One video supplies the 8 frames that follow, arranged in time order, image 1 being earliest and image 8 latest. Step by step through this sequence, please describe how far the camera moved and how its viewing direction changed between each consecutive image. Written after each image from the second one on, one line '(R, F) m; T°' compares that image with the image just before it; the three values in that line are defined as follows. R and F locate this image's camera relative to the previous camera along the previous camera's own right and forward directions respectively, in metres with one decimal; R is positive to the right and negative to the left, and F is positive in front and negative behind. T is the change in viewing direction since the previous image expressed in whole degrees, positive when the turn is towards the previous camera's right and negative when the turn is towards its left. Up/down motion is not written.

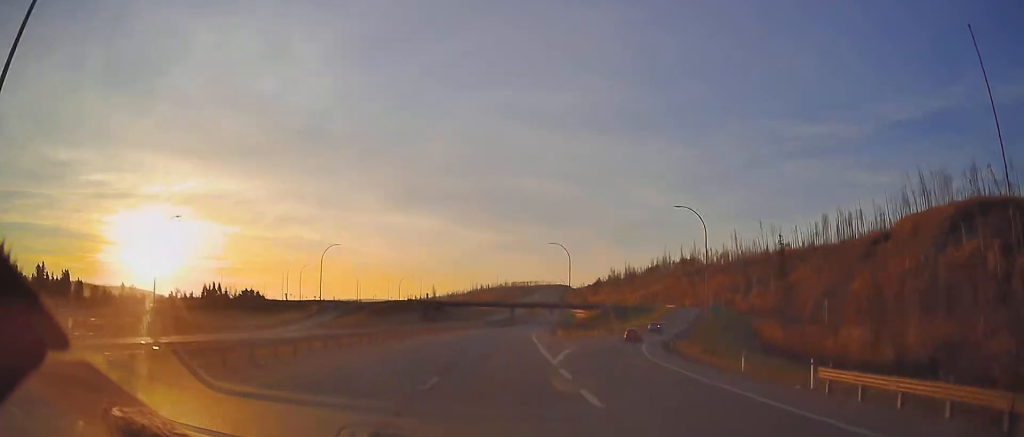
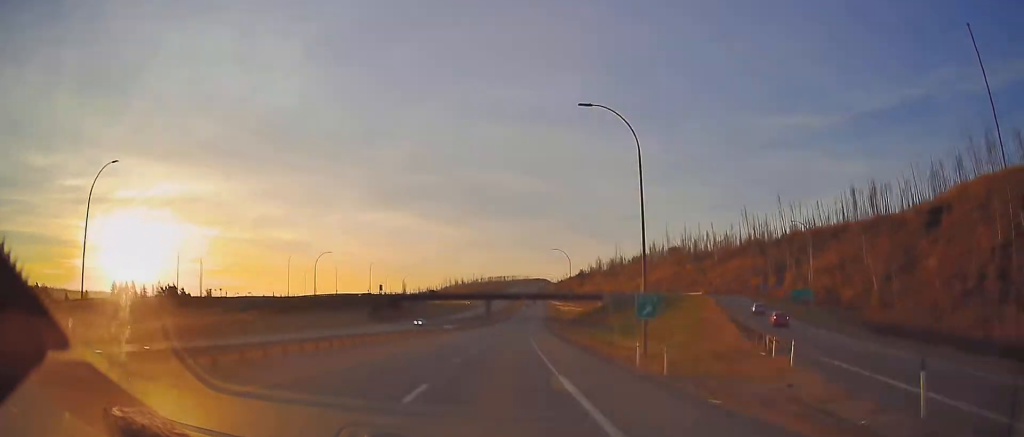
(+0.7, +51.6) m; +2°
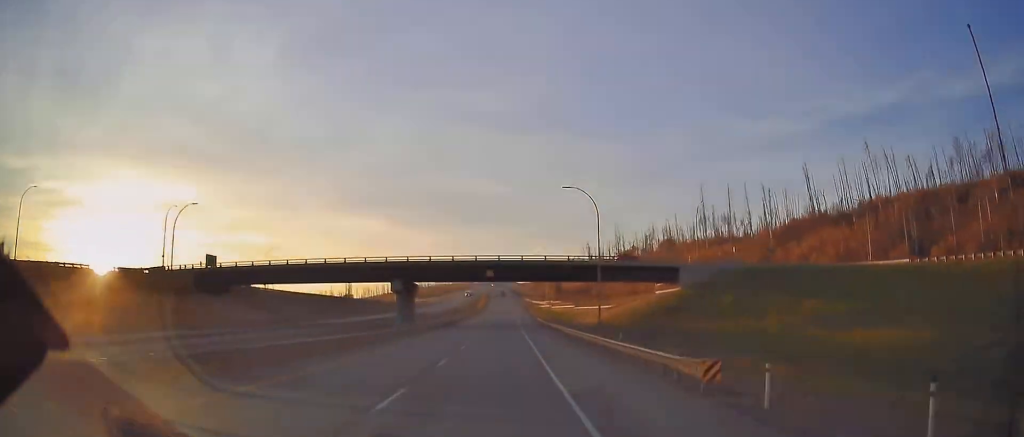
(+3.2, +101.6) m; +3°
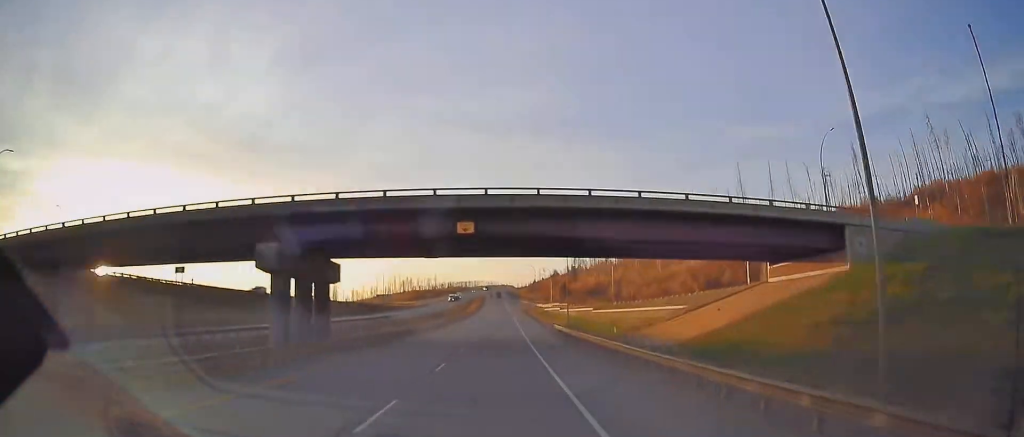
(+0.3, +37.7) m; 0°
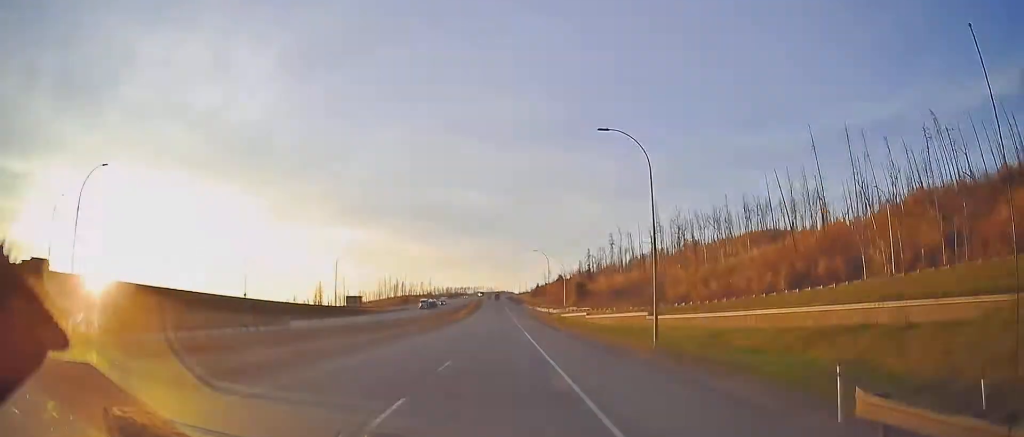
(+0.4, +45.5) m; 0°
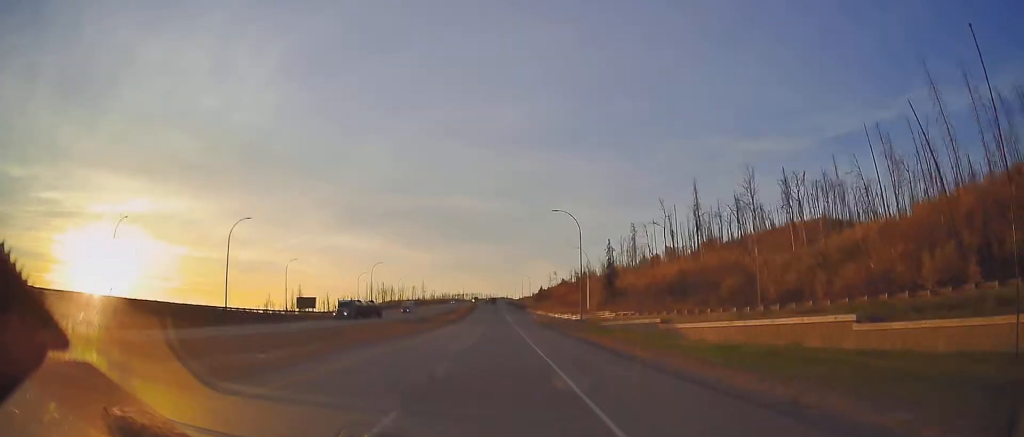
(-0.2, +45.8) m; 0°
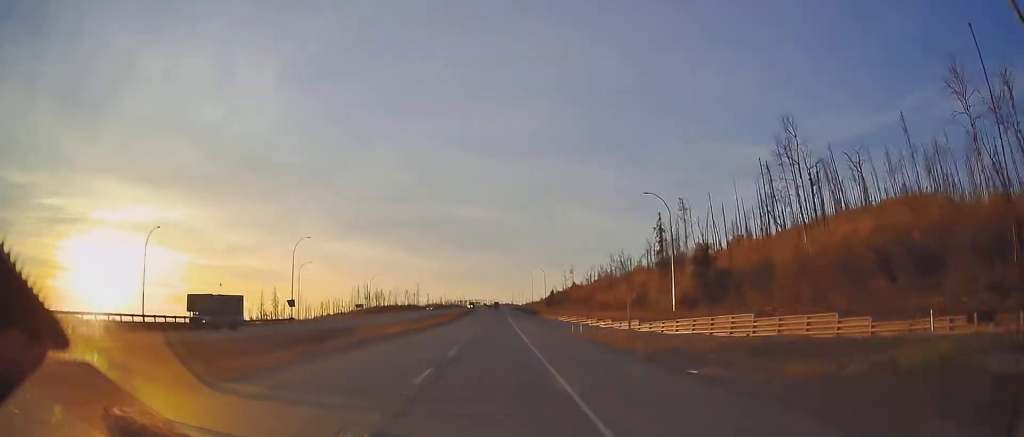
(-0.3, +56.1) m; -1°
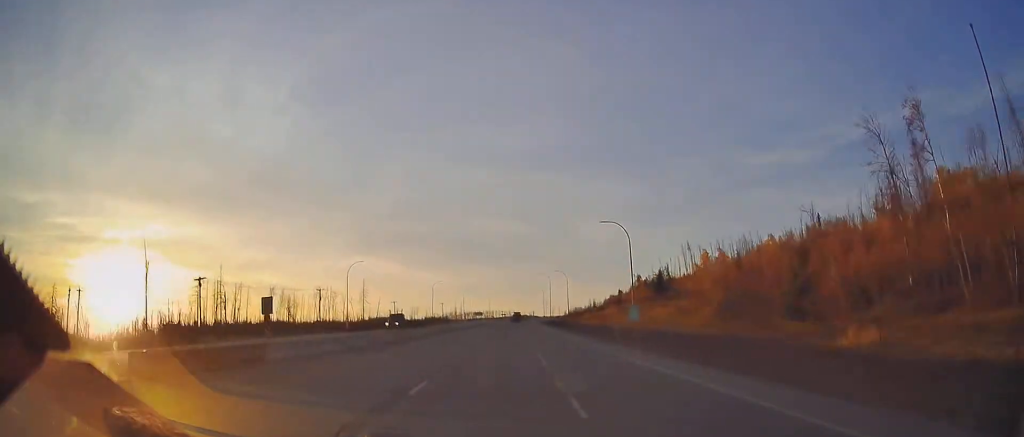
(-2.6, +216.2) m; -1°
